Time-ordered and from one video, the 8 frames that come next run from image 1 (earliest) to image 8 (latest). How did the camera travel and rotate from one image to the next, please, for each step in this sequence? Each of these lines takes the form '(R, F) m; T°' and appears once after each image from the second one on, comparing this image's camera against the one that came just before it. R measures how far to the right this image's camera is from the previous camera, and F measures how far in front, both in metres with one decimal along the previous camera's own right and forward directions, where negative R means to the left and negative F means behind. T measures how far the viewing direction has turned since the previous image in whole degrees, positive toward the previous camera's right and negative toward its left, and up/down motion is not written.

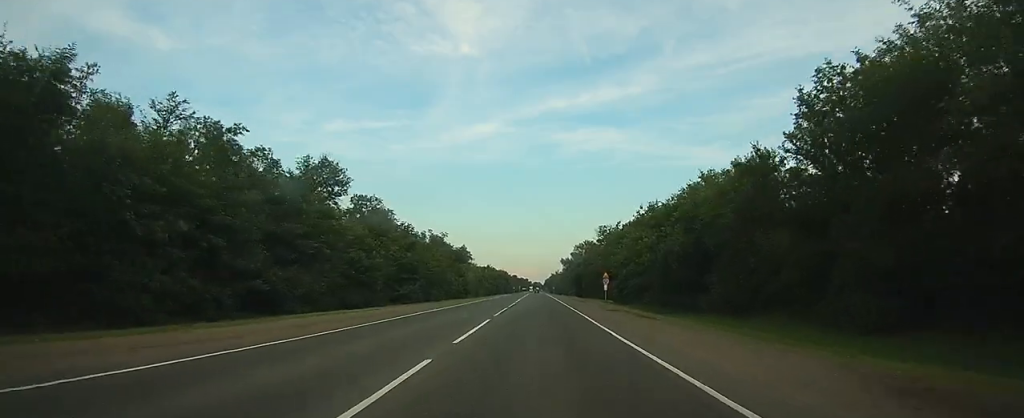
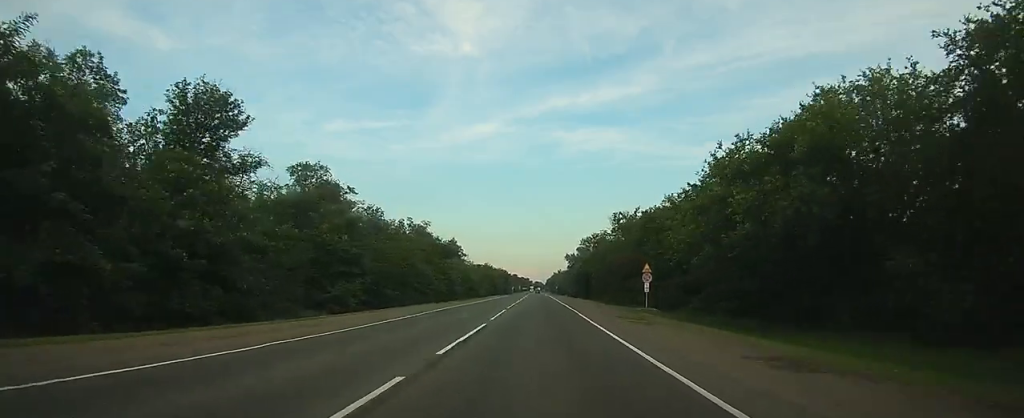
(0.0, +25.9) m; 0°
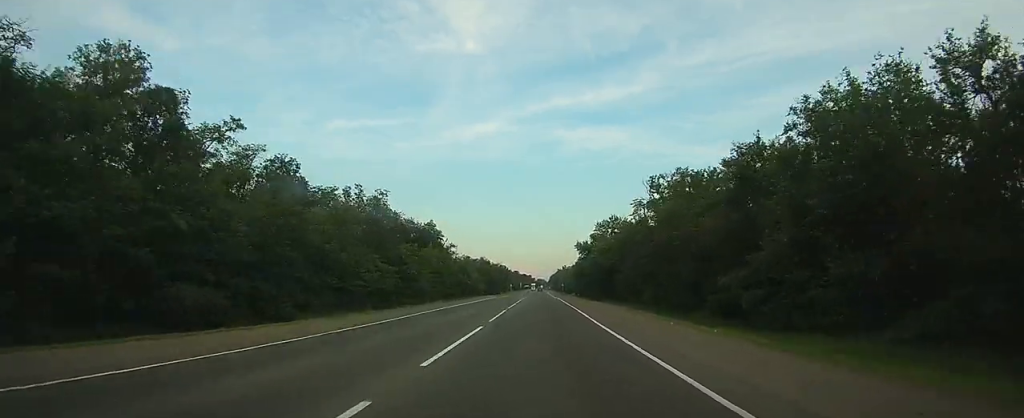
(-0.2, +37.6) m; 0°
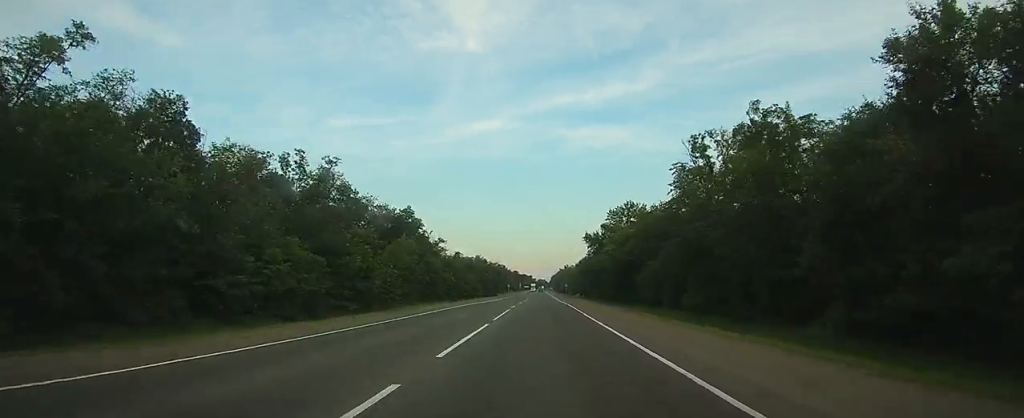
(0.0, +22.8) m; 0°
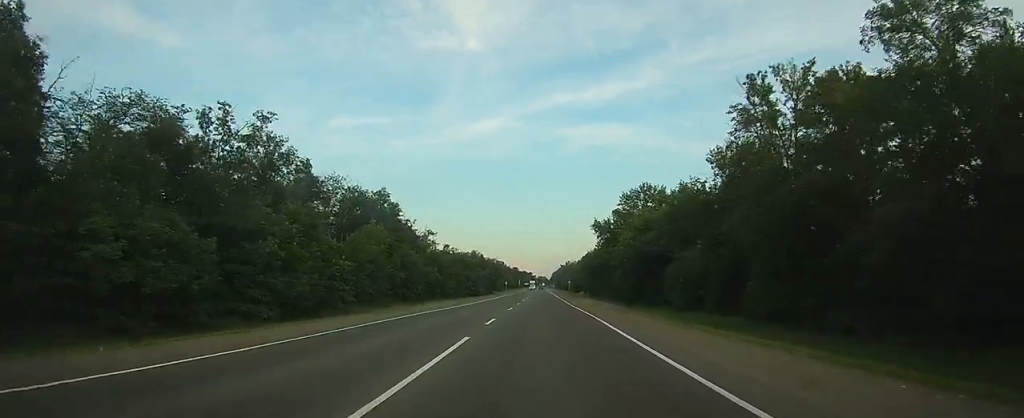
(0.0, +17.3) m; 0°
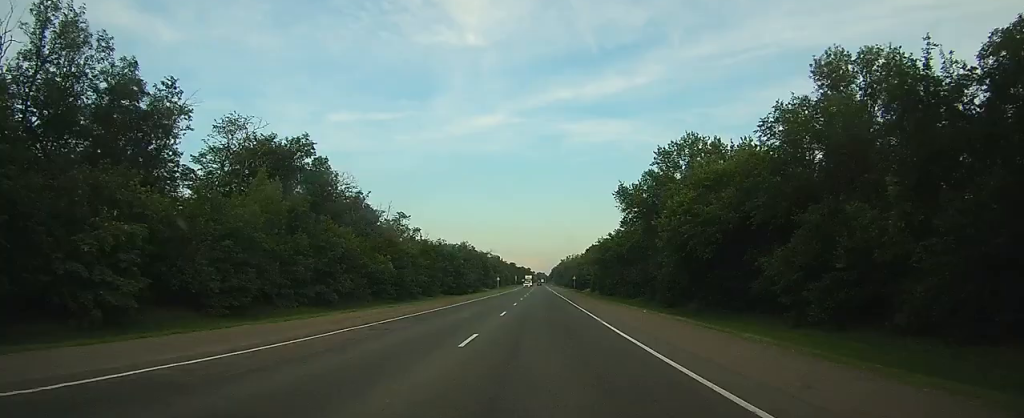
(-0.1, +30.0) m; 0°
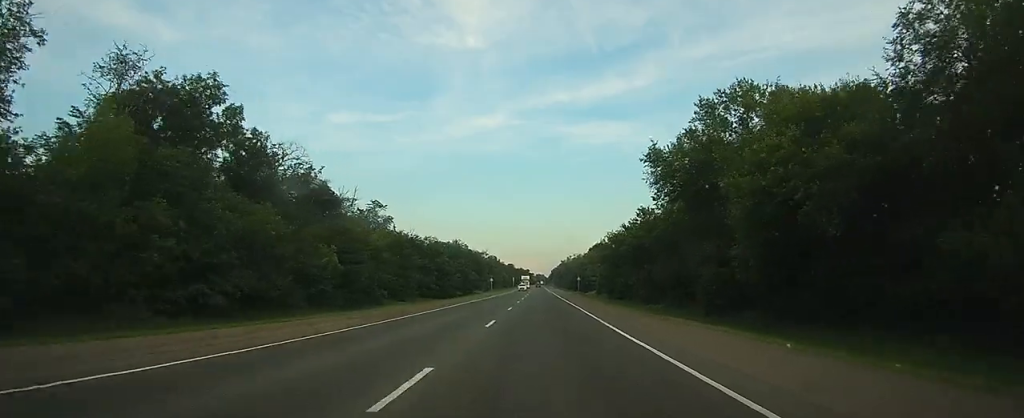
(0.0, +18.2) m; 0°
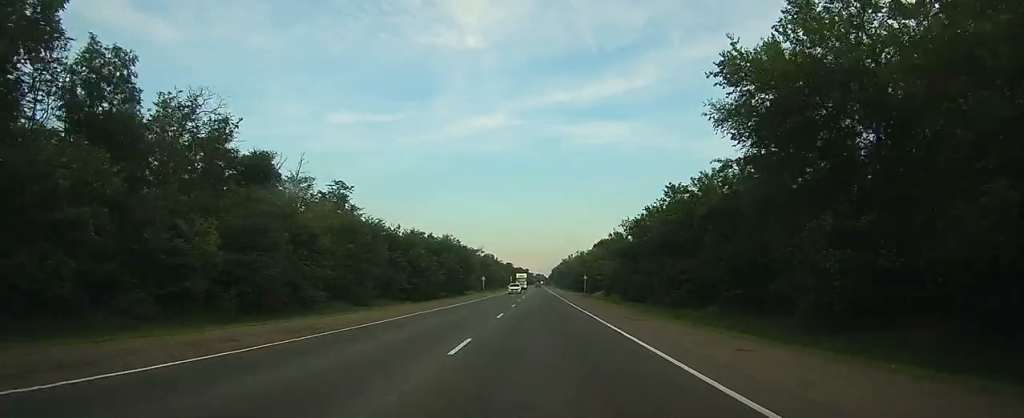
(0.0, +19.1) m; 0°
